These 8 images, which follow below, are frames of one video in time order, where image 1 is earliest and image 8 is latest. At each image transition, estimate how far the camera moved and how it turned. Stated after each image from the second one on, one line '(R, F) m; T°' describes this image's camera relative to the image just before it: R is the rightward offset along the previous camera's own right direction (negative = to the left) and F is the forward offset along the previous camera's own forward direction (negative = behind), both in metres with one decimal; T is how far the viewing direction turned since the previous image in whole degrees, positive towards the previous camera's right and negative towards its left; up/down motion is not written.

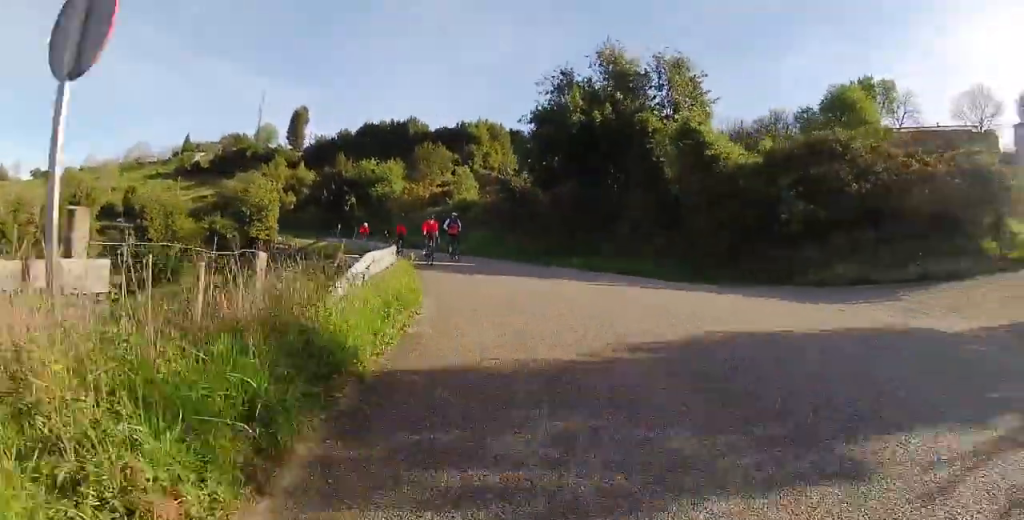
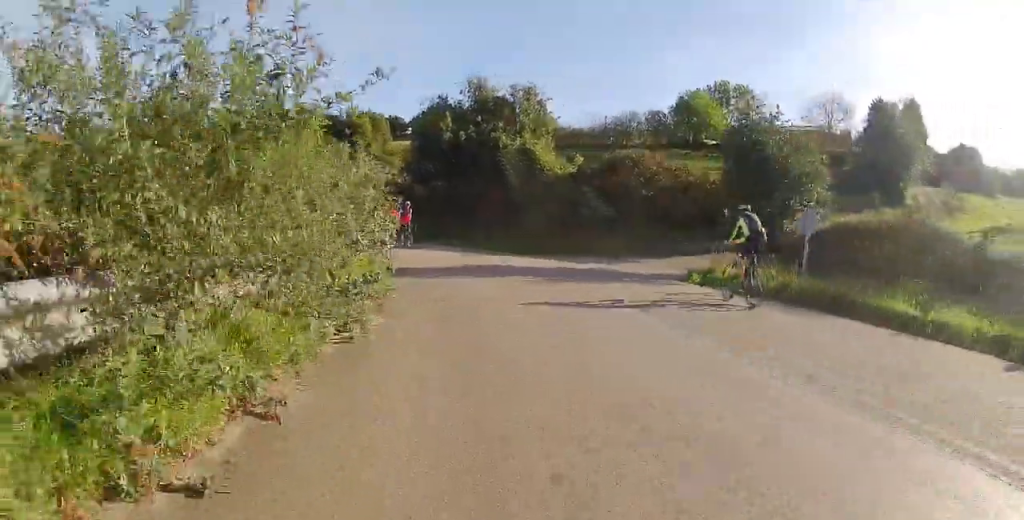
(+1.2, +8.9) m; +9°
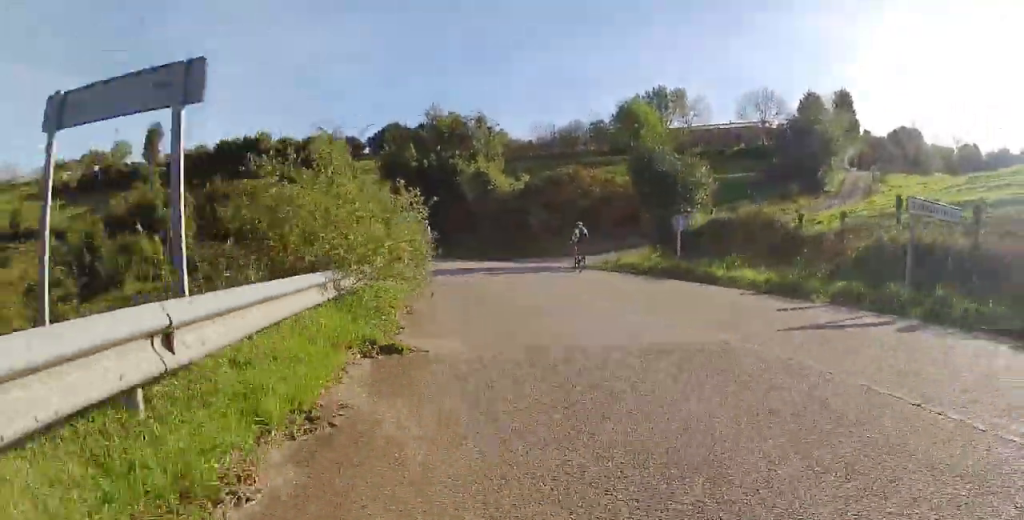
(0.0, +6.0) m; 0°
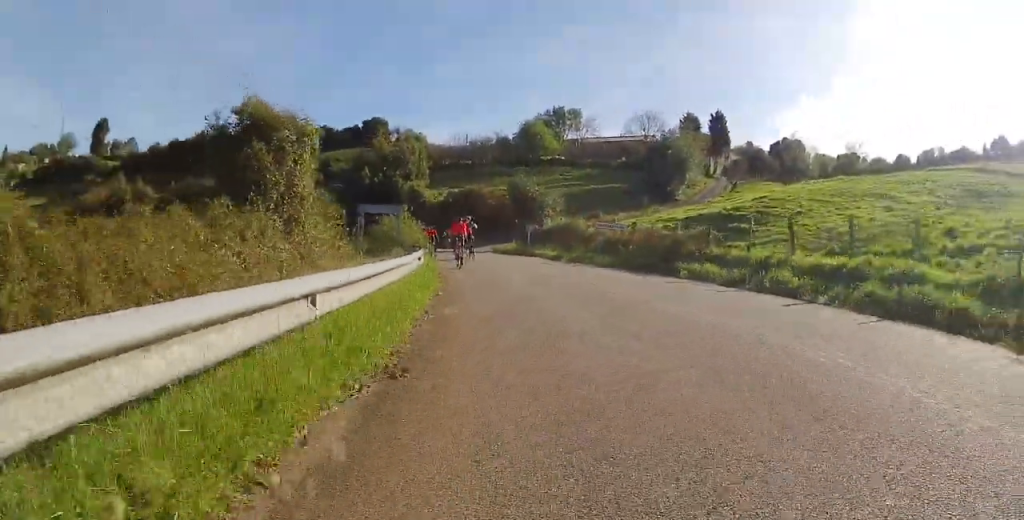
(0.0, +16.4) m; 0°
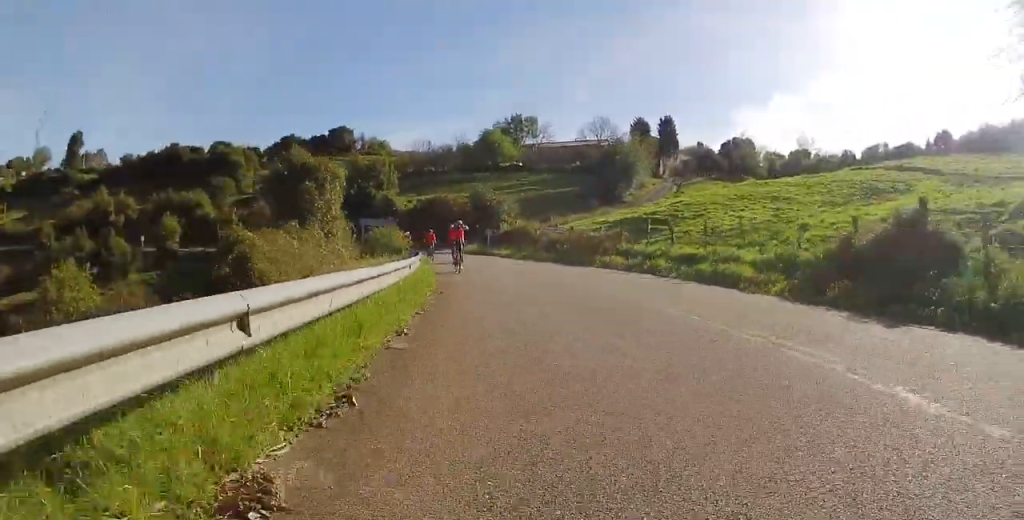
(0.0, +6.6) m; 0°
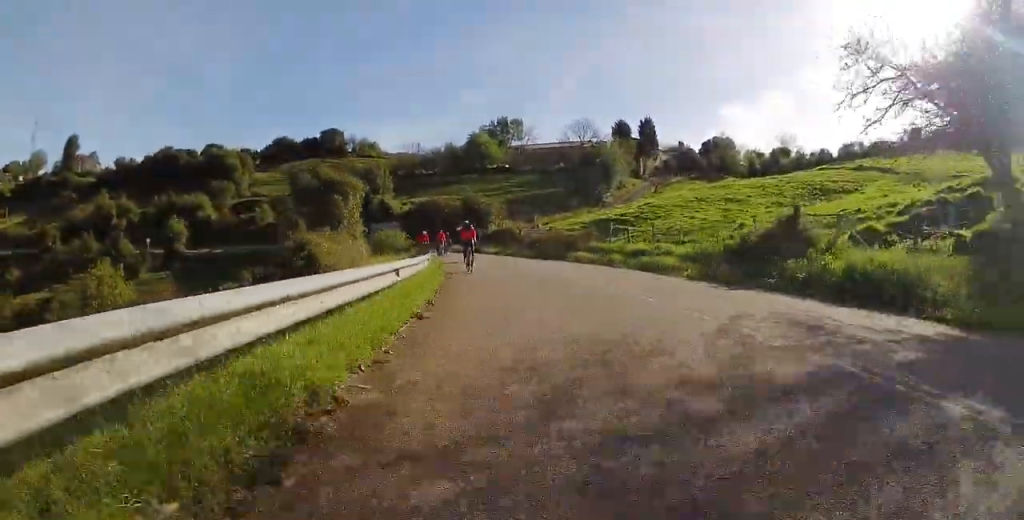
(0.0, +4.9) m; 0°
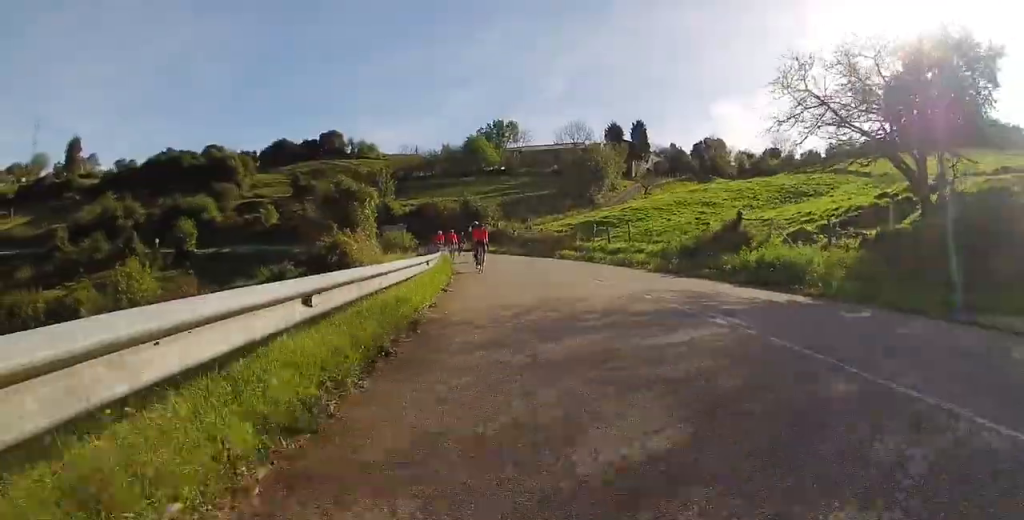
(0.0, +3.6) m; 0°
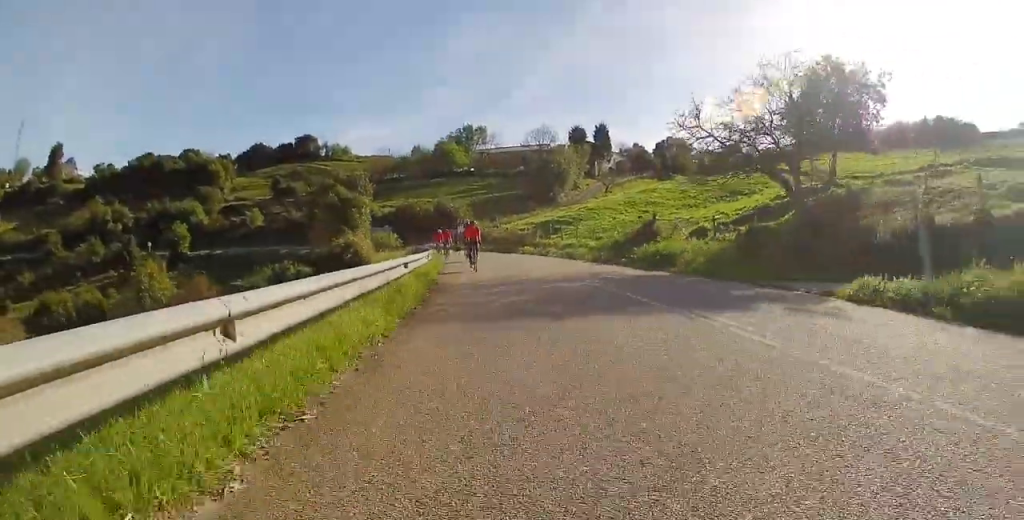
(0.0, +6.4) m; 0°
